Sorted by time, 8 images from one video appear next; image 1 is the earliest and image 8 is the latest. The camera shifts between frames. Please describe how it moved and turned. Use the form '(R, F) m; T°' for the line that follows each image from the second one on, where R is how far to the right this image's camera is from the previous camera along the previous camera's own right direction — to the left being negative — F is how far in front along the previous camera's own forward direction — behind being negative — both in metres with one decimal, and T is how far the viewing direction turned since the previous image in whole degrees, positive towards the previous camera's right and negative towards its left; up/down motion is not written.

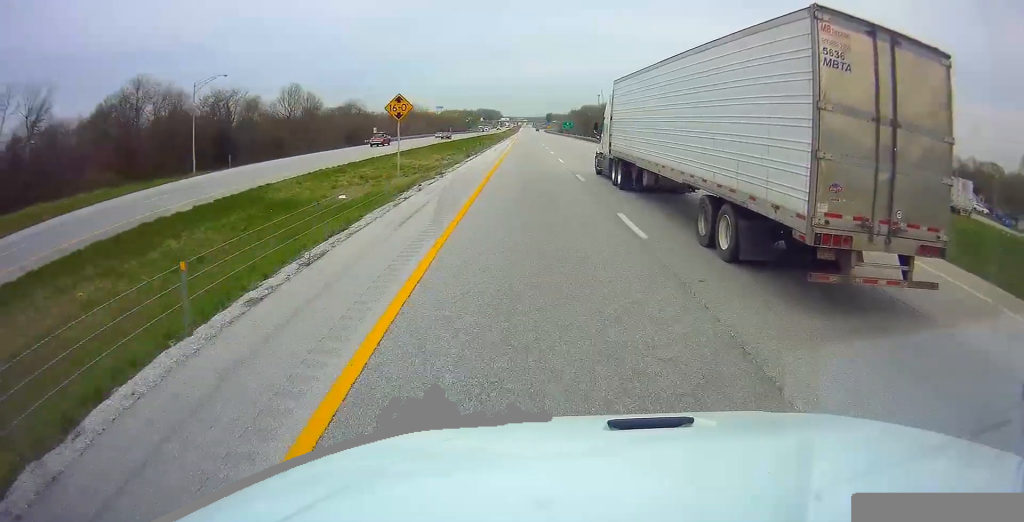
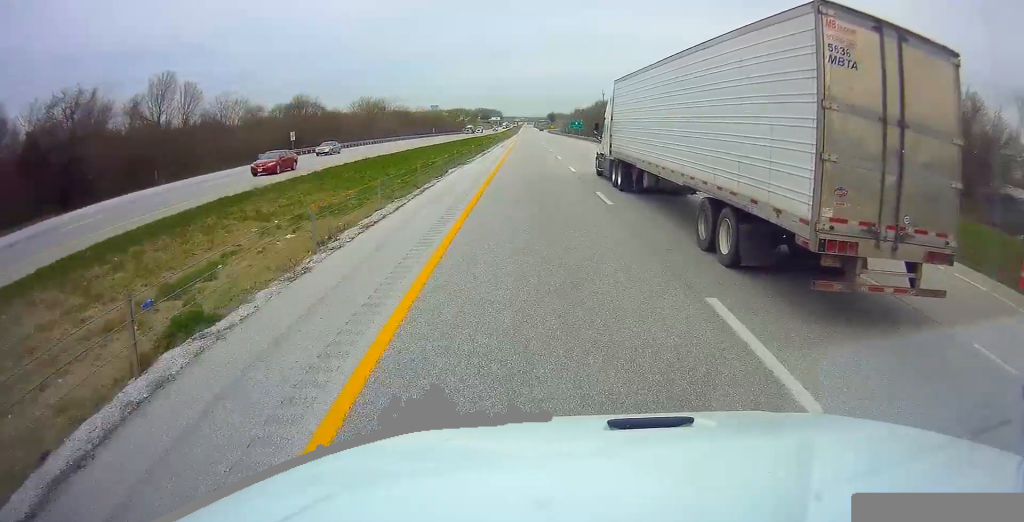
(0.0, +43.5) m; 0°
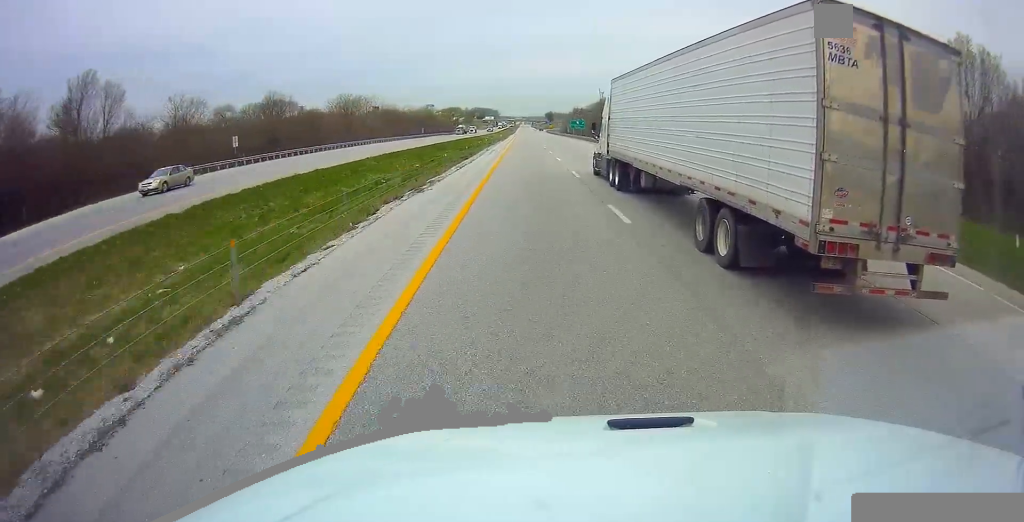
(0.0, +15.5) m; 0°
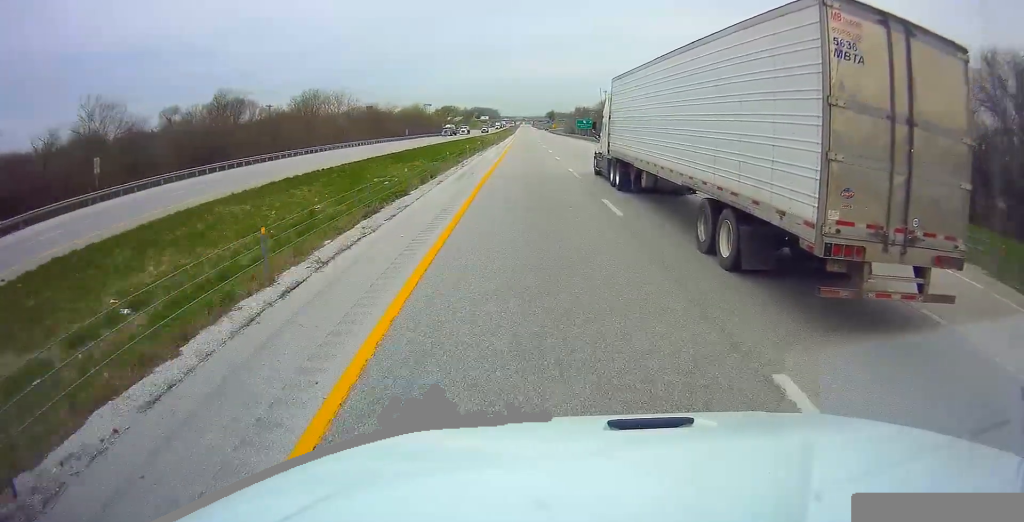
(0.0, +23.3) m; 0°
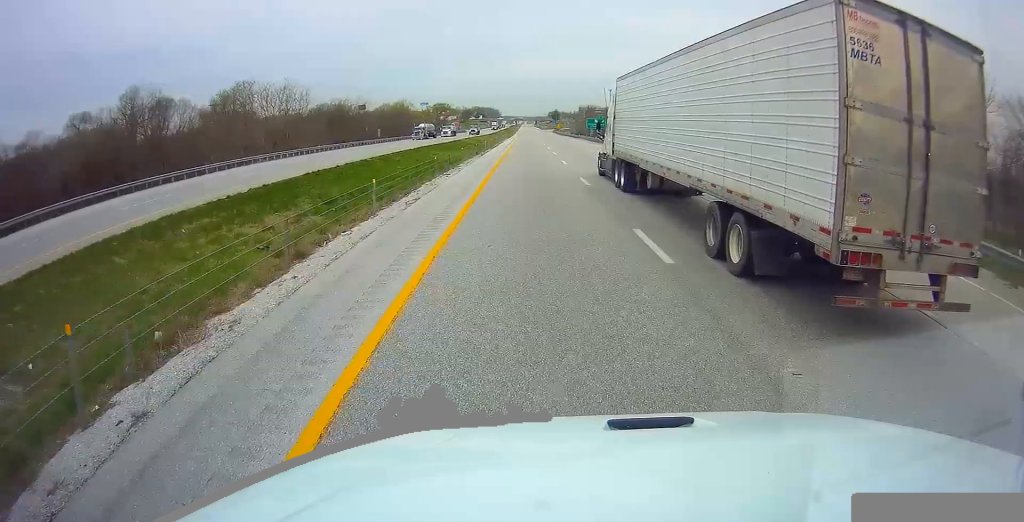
(0.0, +29.2) m; 0°
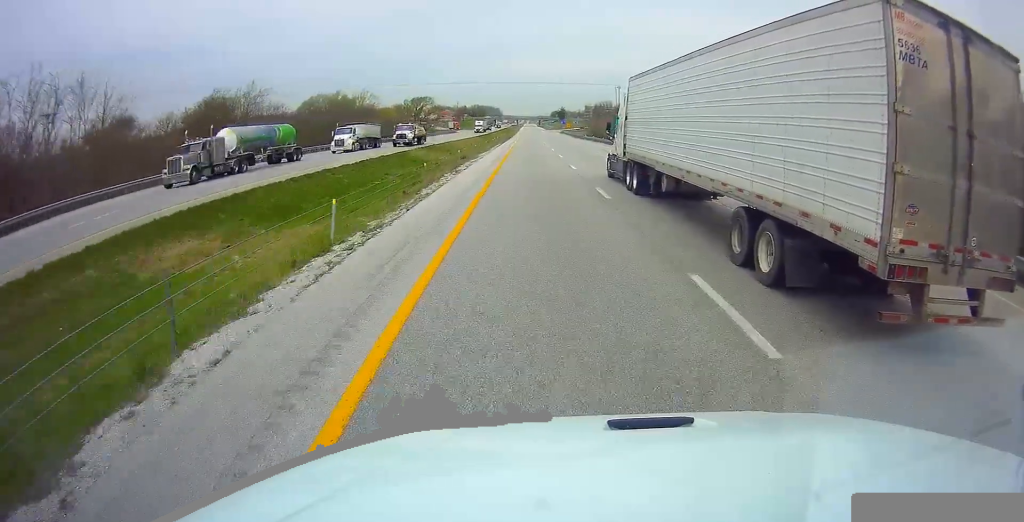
(-0.3, +52.7) m; 0°
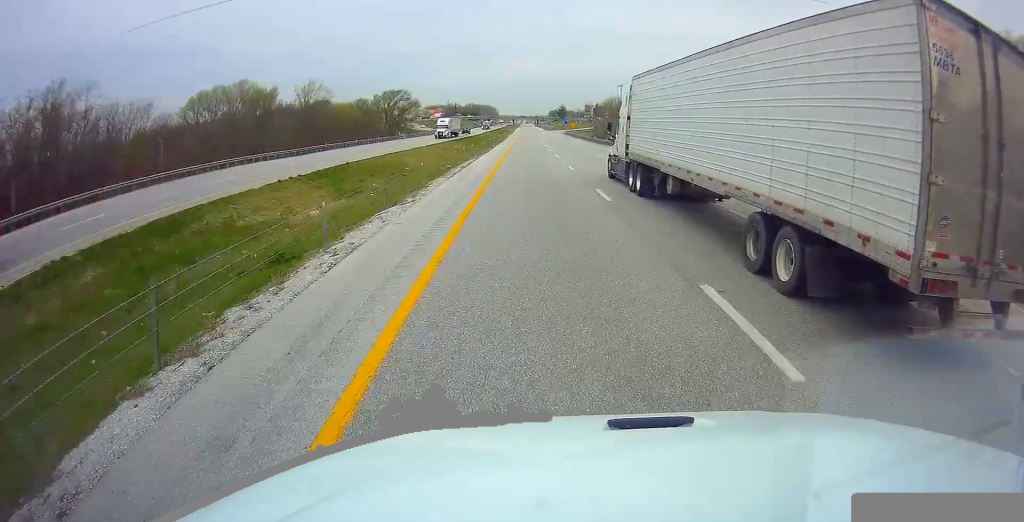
(+0.2, +37.1) m; +1°
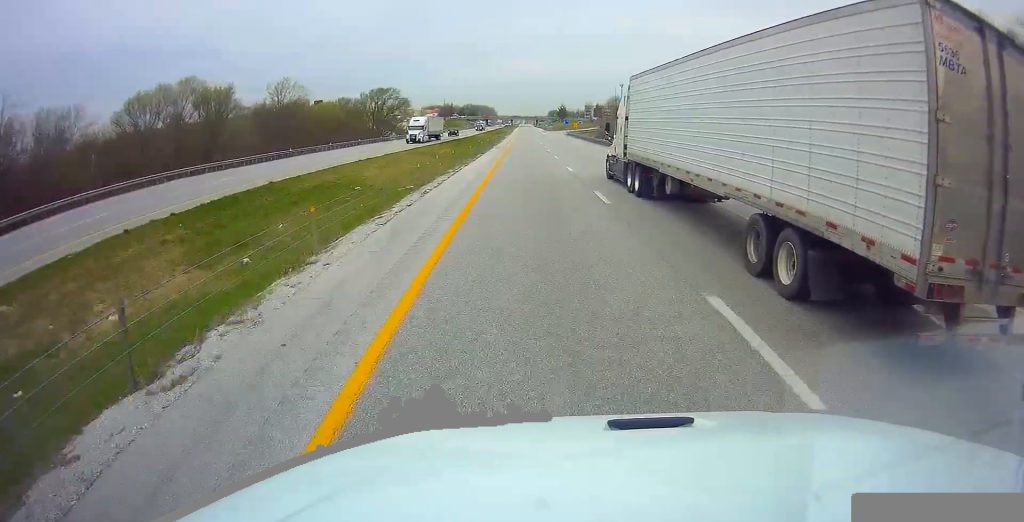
(0.0, +12.7) m; 0°
